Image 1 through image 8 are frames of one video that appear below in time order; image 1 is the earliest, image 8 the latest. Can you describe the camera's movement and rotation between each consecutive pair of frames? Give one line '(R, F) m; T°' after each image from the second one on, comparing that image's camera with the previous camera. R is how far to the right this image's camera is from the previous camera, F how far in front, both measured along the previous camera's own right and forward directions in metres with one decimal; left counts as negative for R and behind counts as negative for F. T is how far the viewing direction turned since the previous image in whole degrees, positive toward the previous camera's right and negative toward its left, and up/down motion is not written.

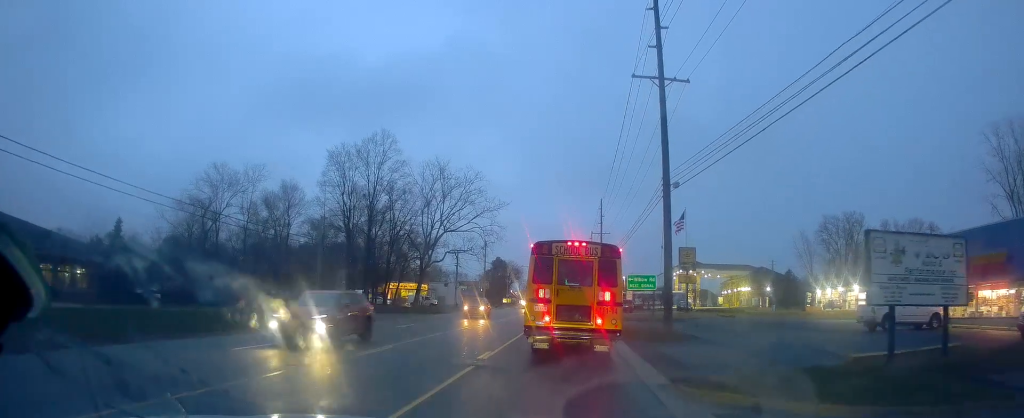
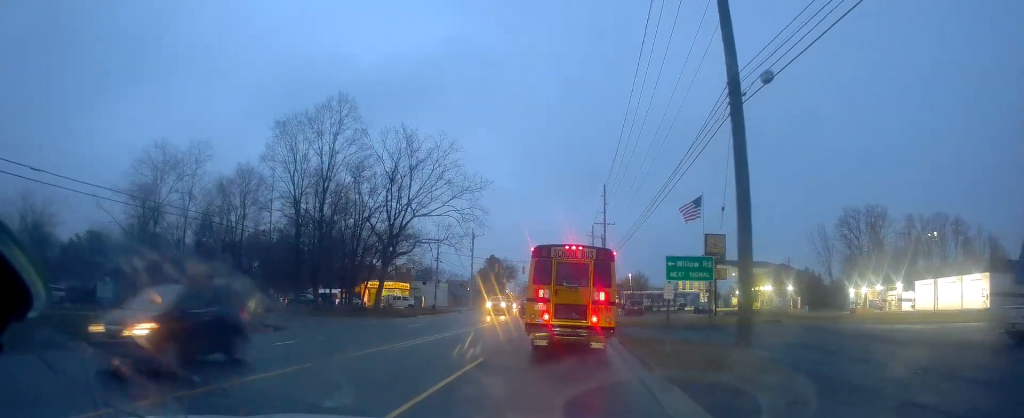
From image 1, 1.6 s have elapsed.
(-0.5, +12.4) m; -2°
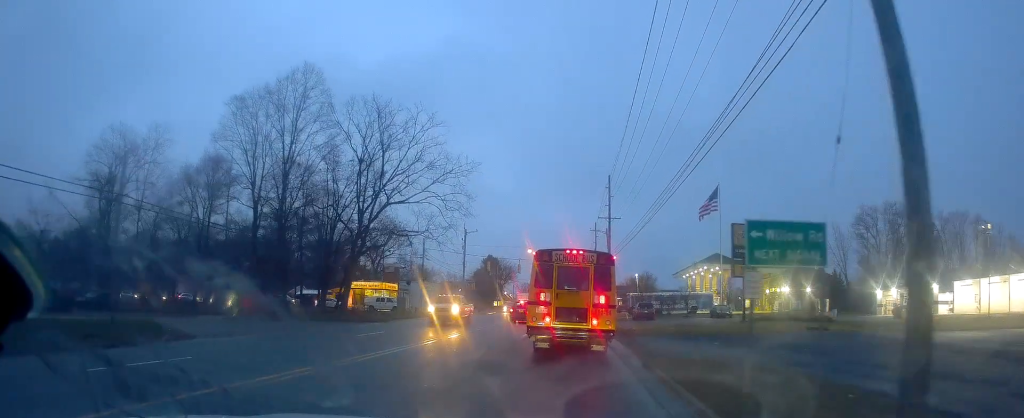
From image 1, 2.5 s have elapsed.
(+0.3, +8.0) m; +2°
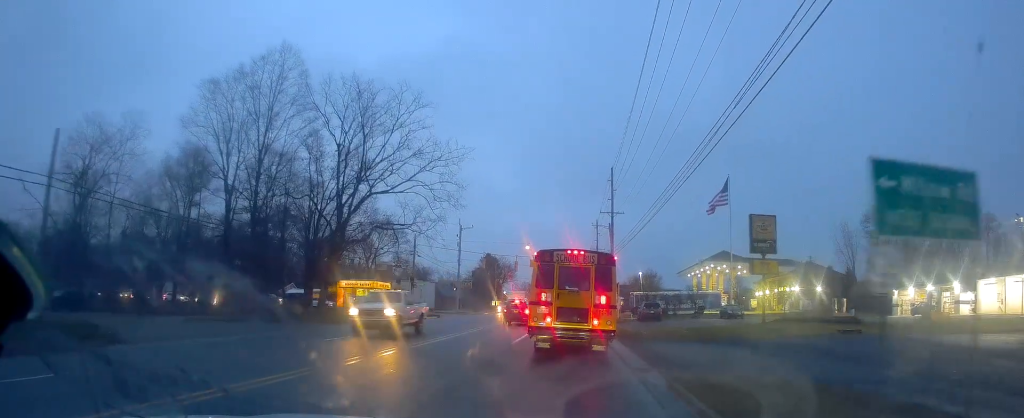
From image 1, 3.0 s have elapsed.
(0.0, +4.2) m; 0°
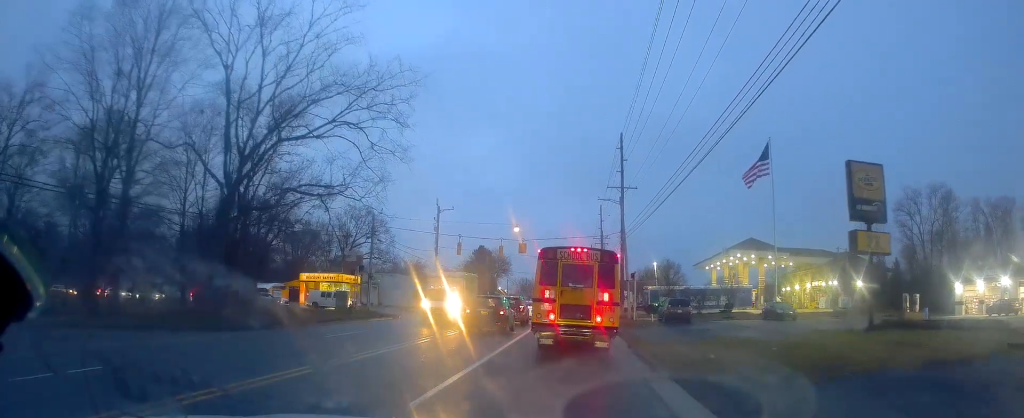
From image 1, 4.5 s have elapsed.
(-0.9, +14.1) m; -4°
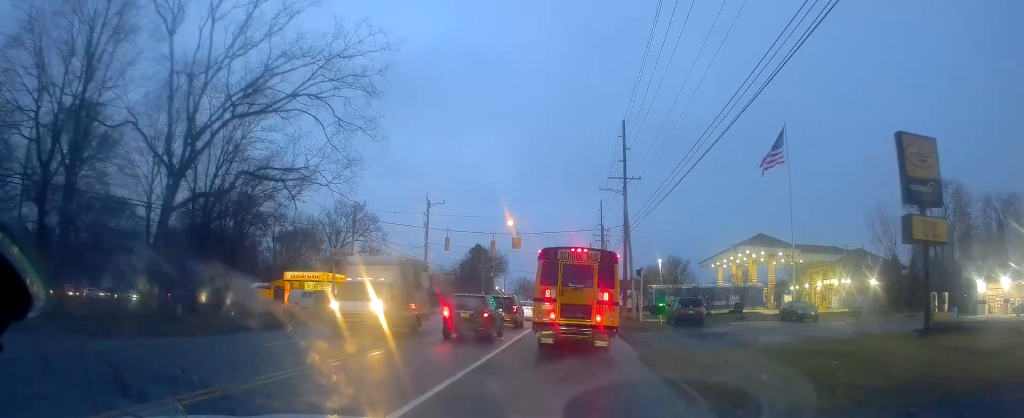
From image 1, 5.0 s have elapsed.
(-0.1, +4.5) m; +1°
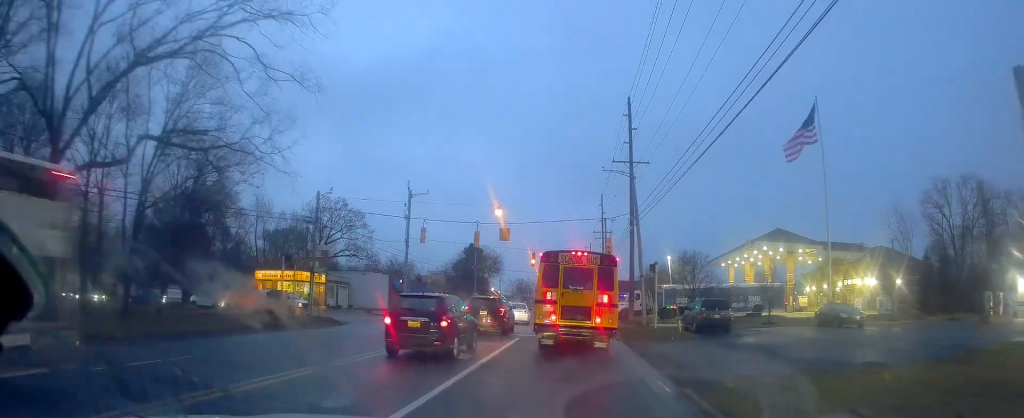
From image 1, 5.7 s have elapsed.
(+0.5, +7.2) m; +3°
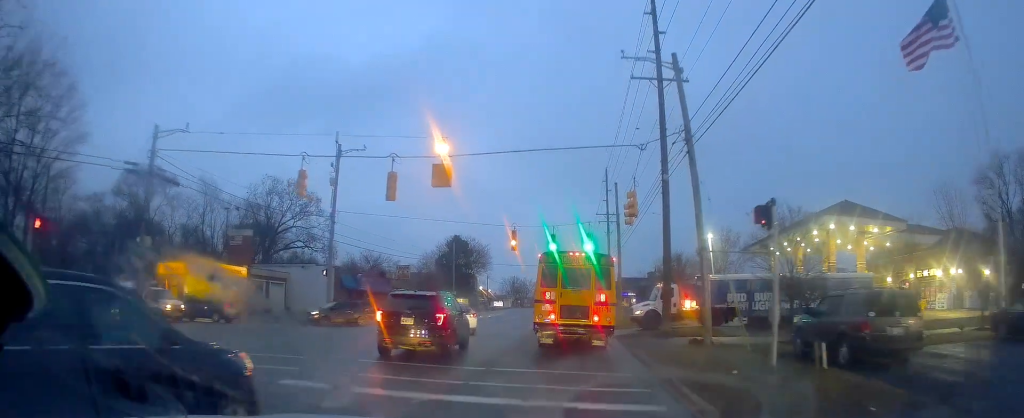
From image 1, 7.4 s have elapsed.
(+0.1, +17.6) m; -2°
